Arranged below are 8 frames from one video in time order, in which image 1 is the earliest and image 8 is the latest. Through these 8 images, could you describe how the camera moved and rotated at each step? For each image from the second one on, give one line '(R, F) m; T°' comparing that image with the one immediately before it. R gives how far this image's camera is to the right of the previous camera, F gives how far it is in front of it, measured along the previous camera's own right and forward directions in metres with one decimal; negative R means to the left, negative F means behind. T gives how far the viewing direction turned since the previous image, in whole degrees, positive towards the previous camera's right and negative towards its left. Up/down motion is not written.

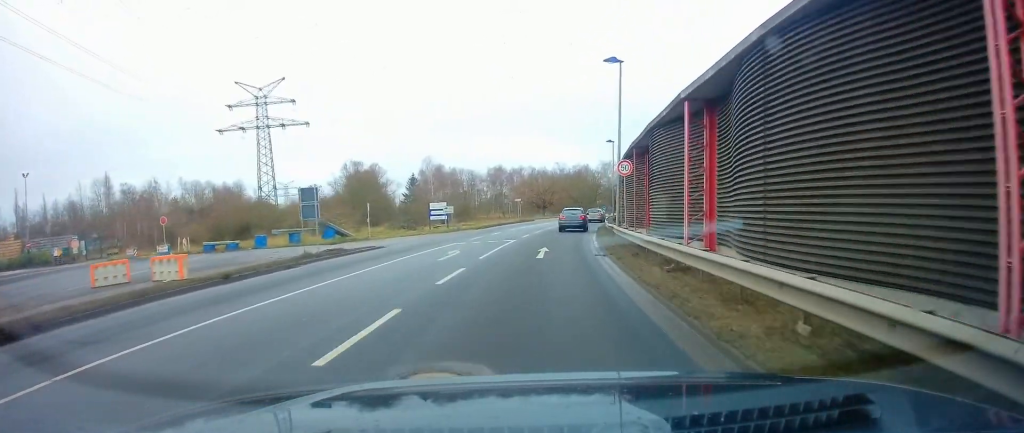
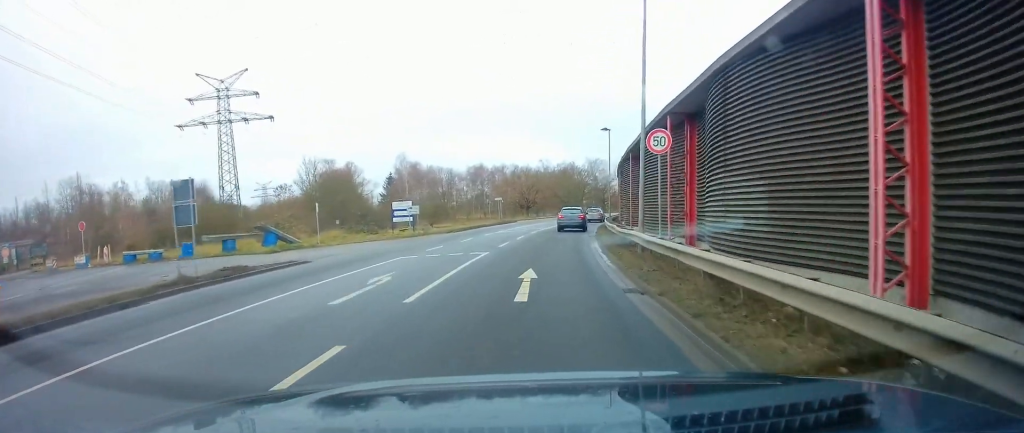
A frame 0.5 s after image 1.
(+0.2, +8.2) m; +2°
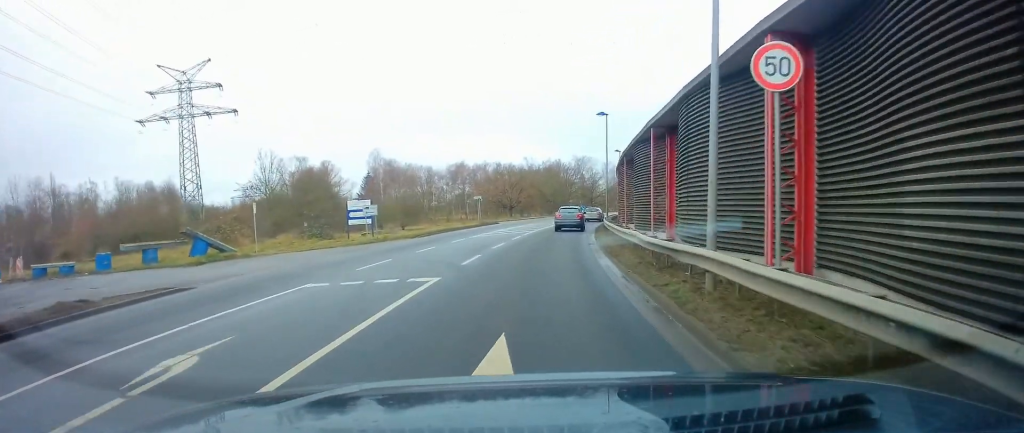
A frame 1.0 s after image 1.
(0.0, +7.3) m; +2°
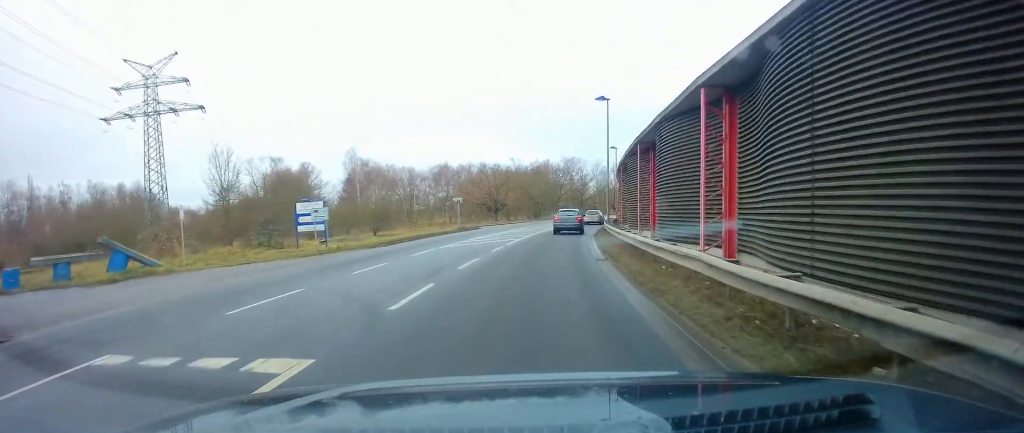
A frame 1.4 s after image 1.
(+0.2, +6.4) m; +2°
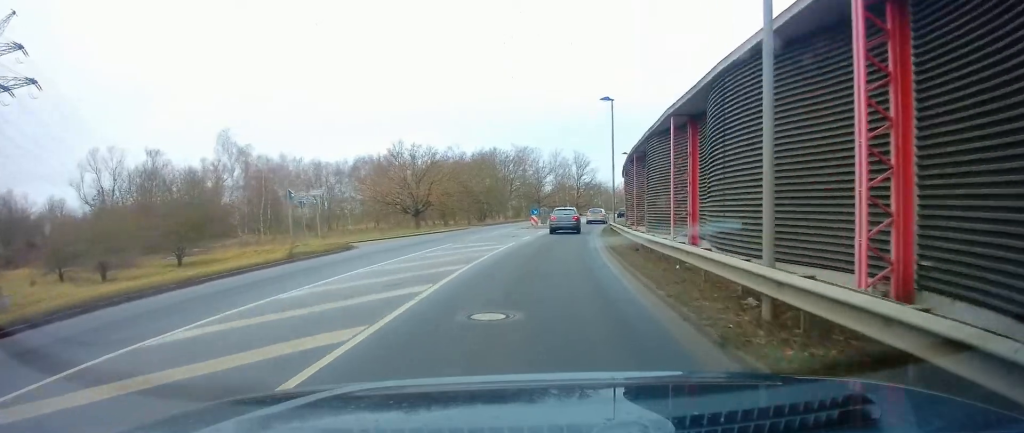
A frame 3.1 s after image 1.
(+1.4, +26.2) m; +6°
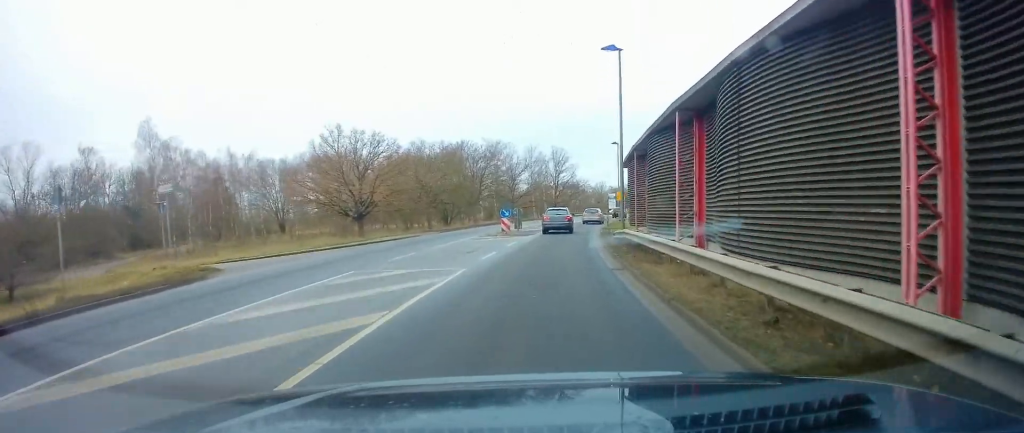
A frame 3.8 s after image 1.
(+0.1, +11.1) m; +2°
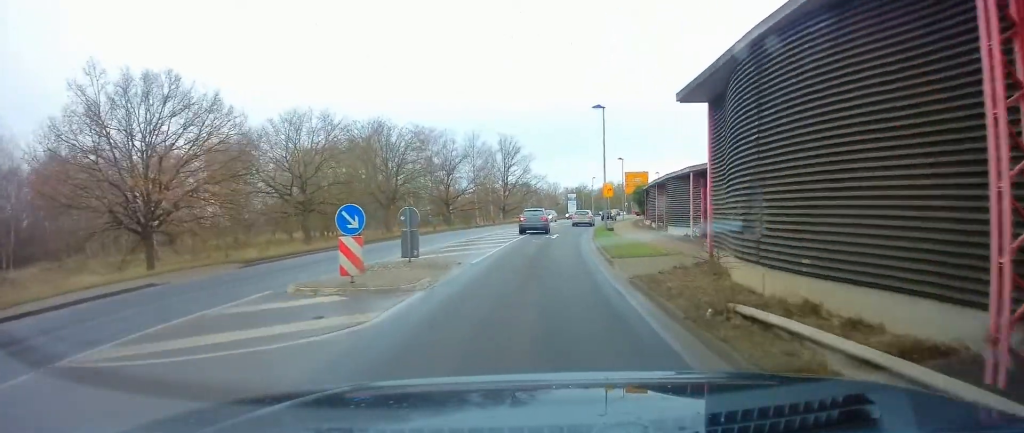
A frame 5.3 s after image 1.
(+1.5, +21.5) m; +6°
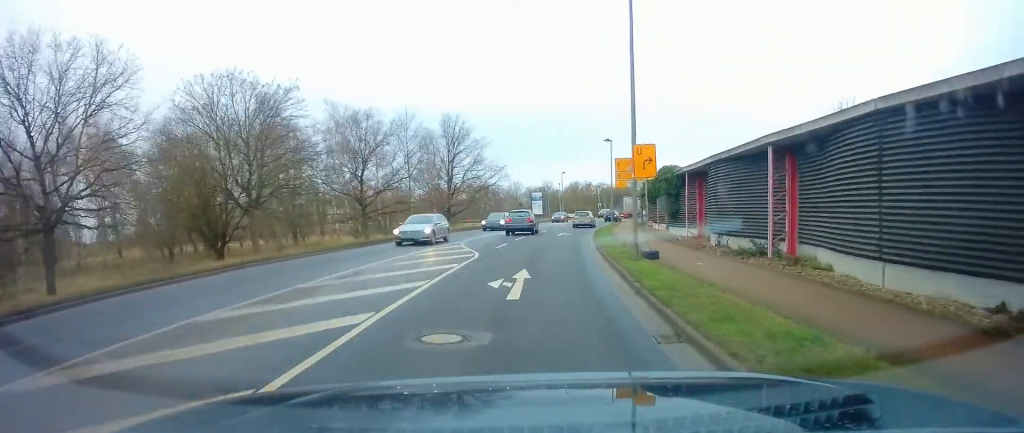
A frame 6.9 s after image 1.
(+0.4, +20.7) m; +1°
